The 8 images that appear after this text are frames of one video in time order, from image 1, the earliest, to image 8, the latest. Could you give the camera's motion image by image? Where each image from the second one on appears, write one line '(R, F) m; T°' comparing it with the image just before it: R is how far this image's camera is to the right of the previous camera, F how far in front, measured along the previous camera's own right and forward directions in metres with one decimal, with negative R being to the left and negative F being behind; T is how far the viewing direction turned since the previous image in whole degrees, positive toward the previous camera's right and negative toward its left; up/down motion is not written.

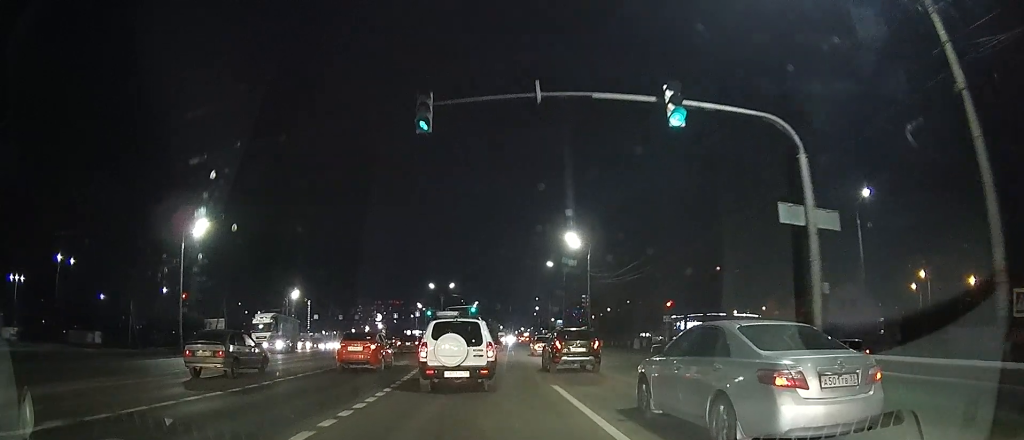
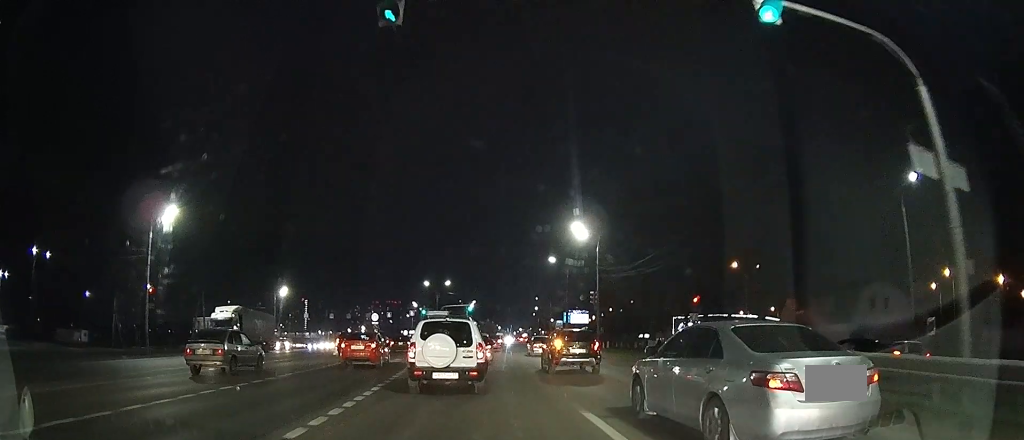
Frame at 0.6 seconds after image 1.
(0.0, +4.5) m; 0°
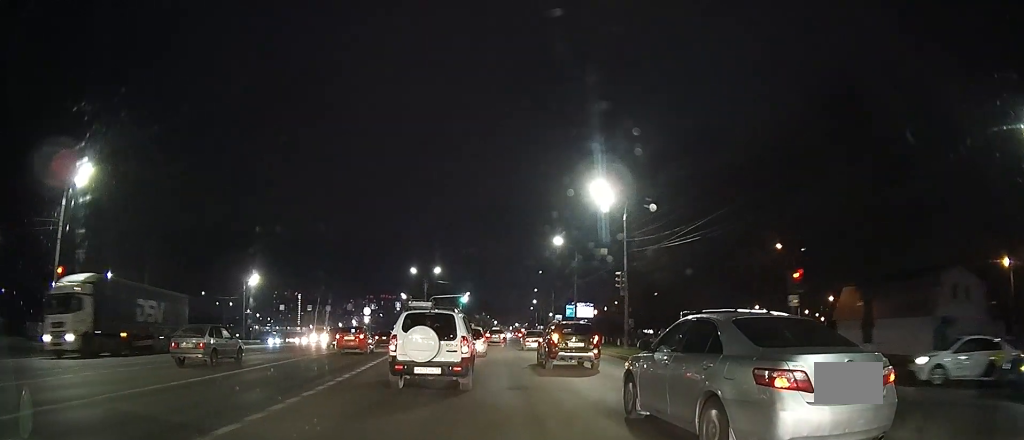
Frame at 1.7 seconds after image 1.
(0.0, +10.0) m; -1°
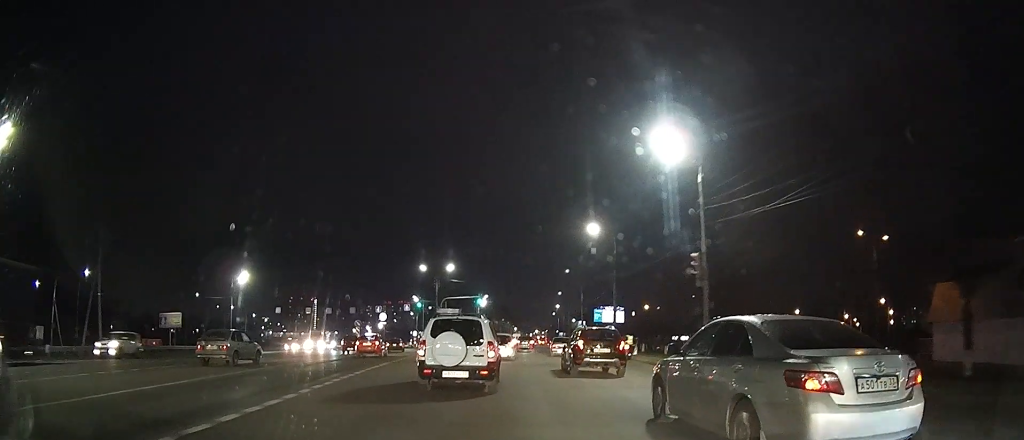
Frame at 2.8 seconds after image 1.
(-0.2, +10.2) m; -1°
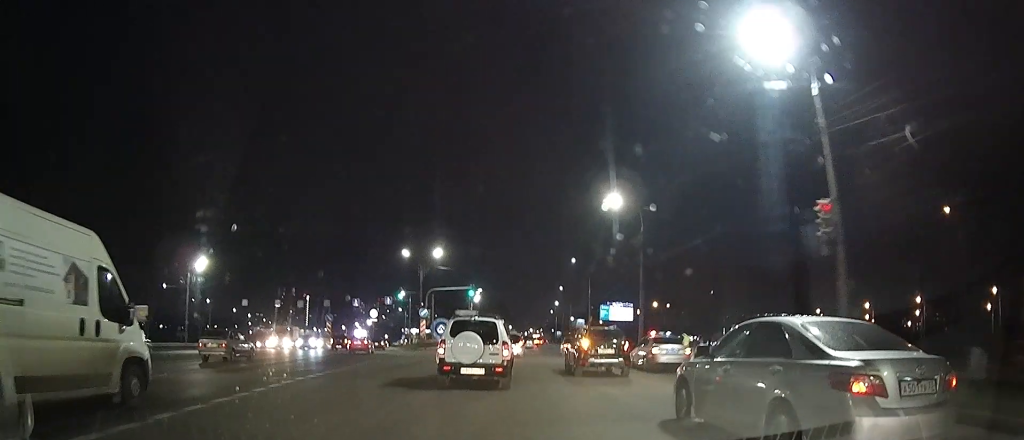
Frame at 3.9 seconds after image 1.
(+0.1, +10.3) m; +1°
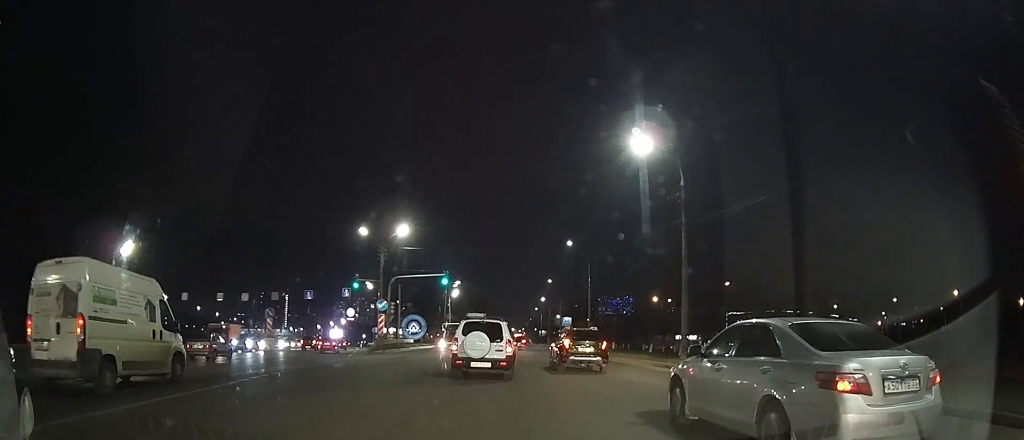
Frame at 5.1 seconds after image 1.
(+0.2, +12.3) m; +2°
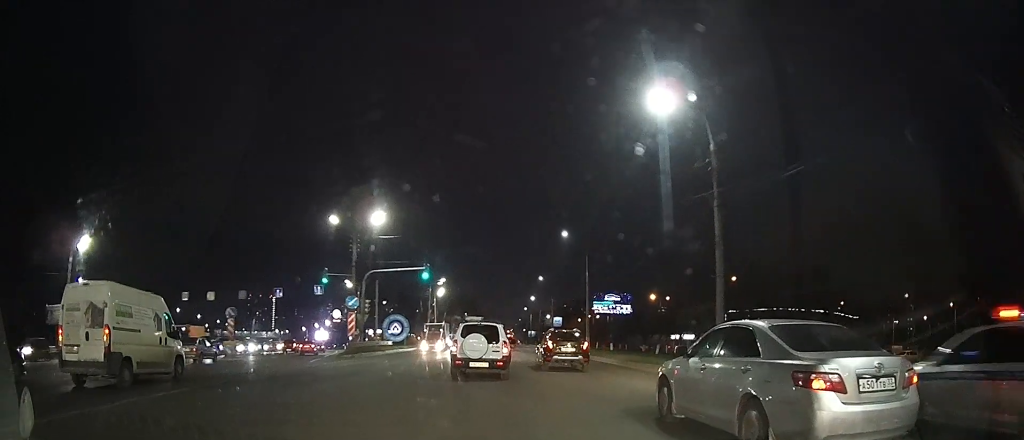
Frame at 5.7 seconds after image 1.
(+0.1, +5.8) m; +1°
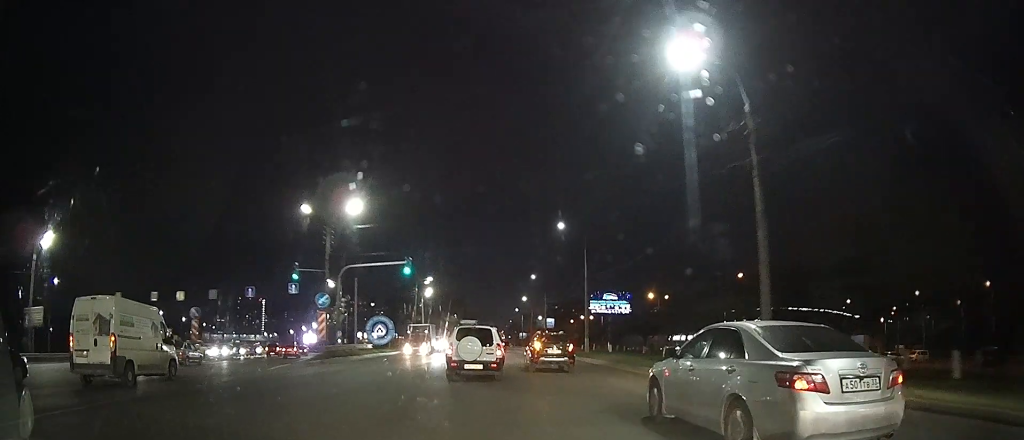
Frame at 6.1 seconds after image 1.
(0.0, +4.6) m; +1°
